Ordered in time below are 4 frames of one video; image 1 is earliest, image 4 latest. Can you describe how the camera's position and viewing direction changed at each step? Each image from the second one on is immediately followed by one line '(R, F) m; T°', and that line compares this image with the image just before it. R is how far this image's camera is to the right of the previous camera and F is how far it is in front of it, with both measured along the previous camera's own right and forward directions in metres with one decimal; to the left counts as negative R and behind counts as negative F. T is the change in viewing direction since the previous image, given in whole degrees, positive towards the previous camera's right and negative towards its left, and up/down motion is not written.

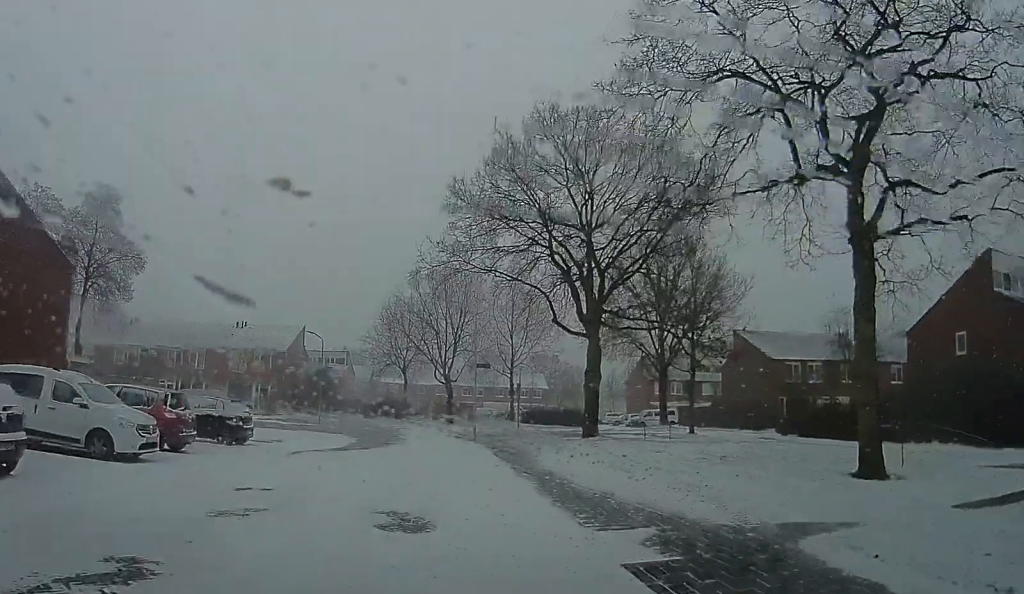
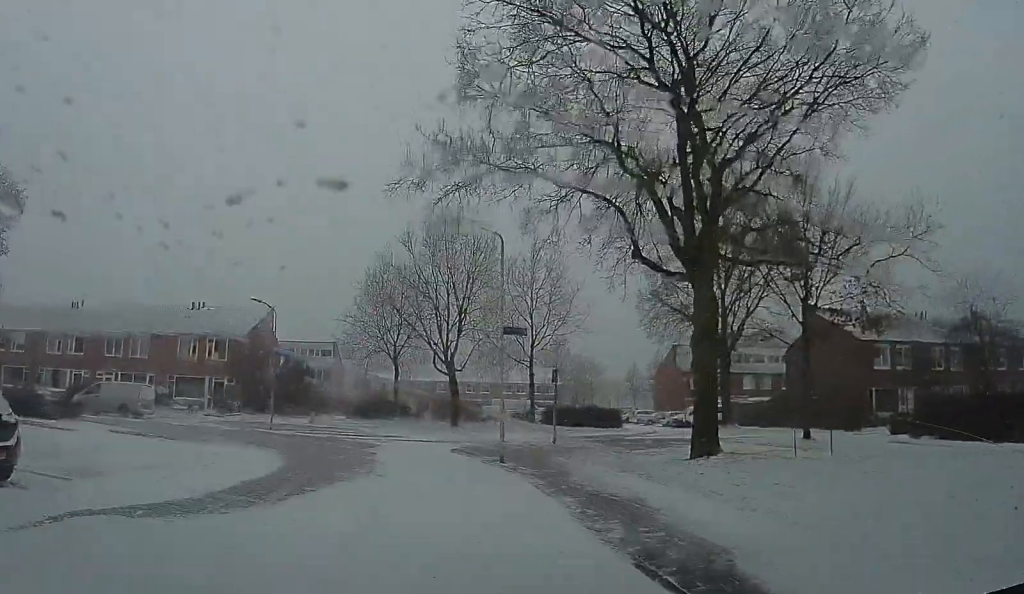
(0.0, +12.1) m; -1°
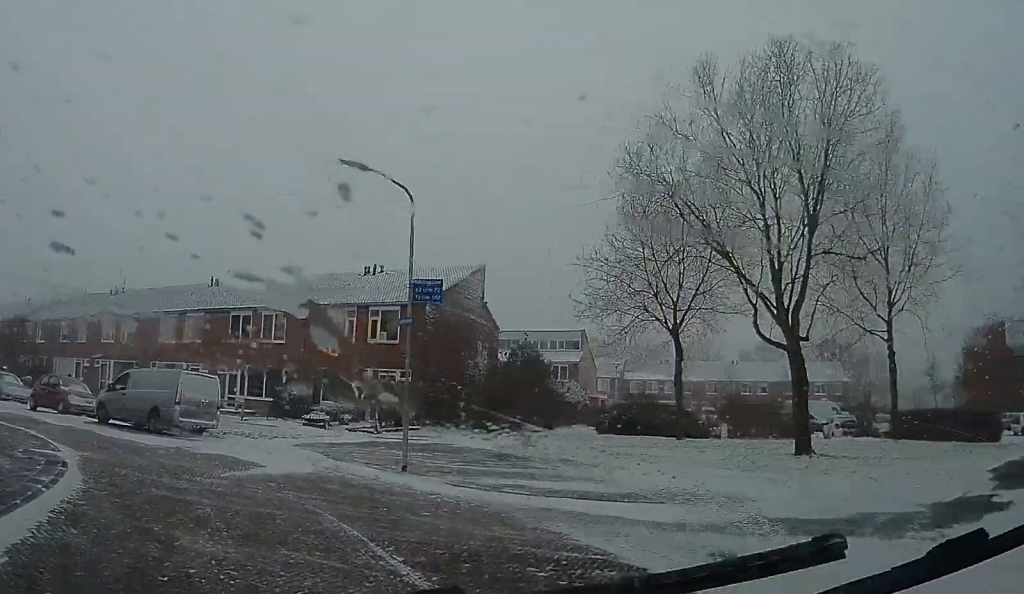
(-3.0, +18.1) m; -26°
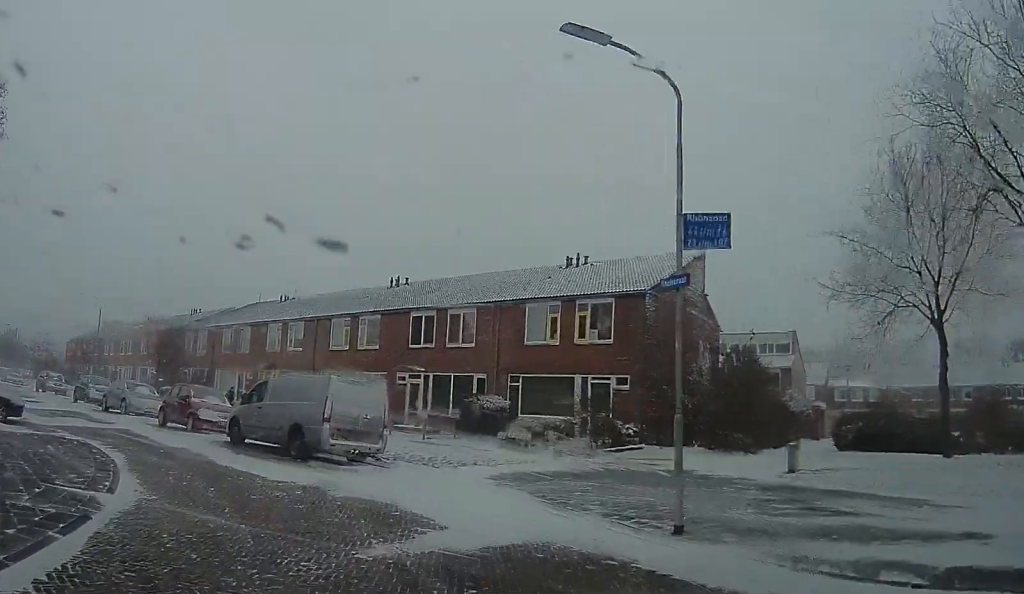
(-0.3, +5.6) m; -13°
